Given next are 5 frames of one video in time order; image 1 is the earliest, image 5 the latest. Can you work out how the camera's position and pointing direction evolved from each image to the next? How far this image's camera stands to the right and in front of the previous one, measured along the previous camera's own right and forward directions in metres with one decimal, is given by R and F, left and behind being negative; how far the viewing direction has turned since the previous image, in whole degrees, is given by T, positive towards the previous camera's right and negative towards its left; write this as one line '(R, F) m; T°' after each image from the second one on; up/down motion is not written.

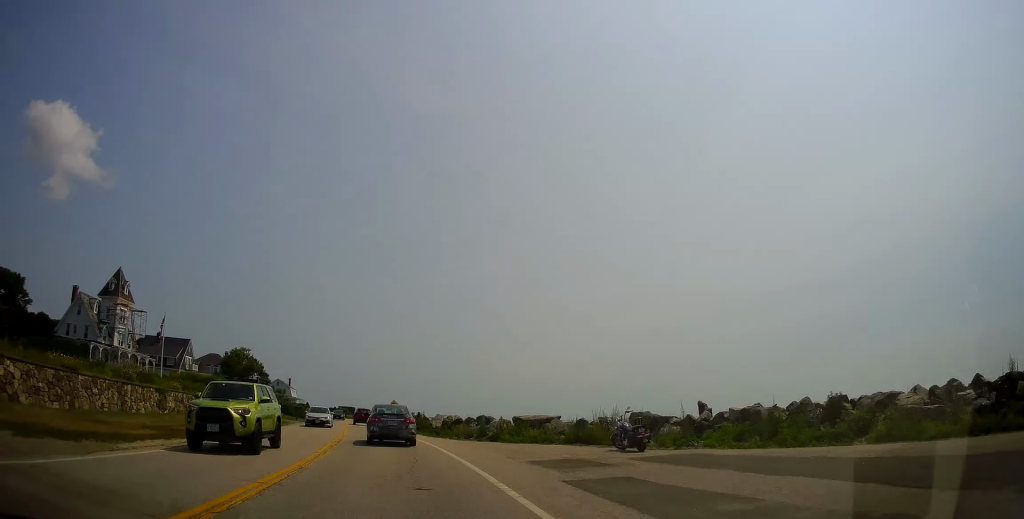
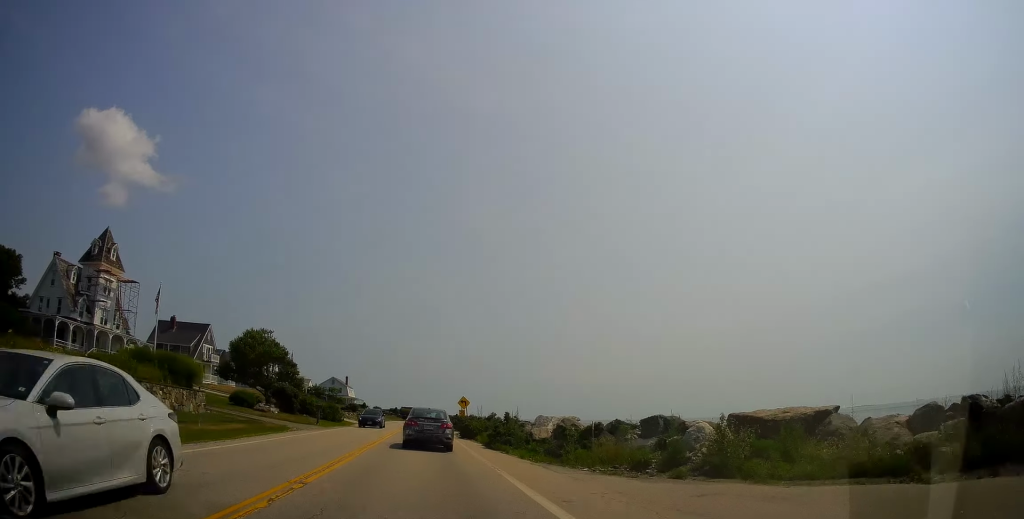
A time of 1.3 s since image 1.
(-1.7, +19.4) m; -8°
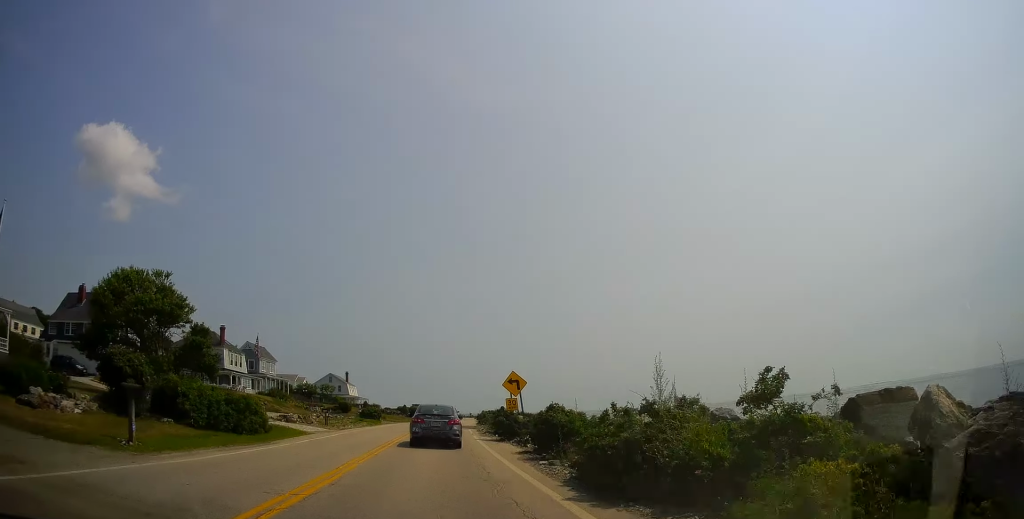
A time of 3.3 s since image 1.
(-0.6, +27.0) m; +1°
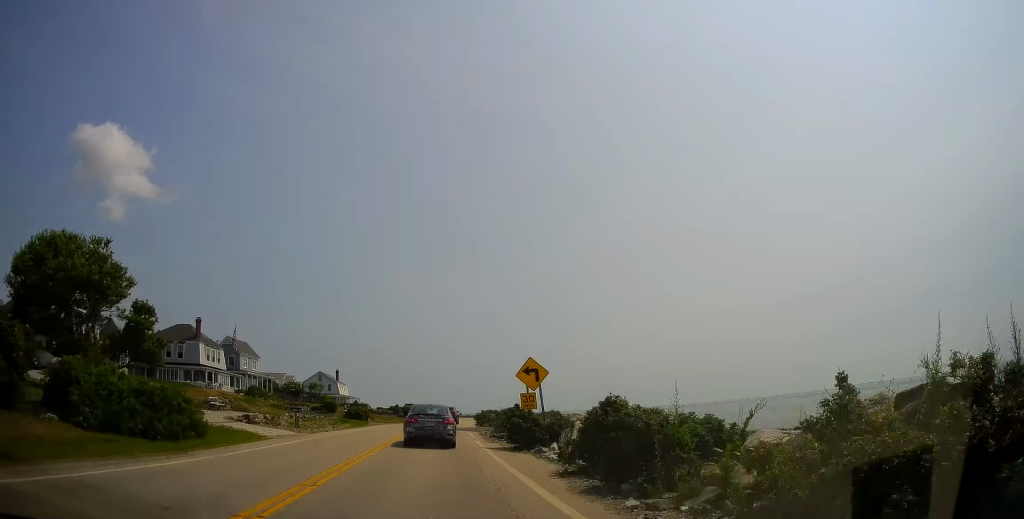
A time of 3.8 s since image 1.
(+0.7, +6.8) m; +1°
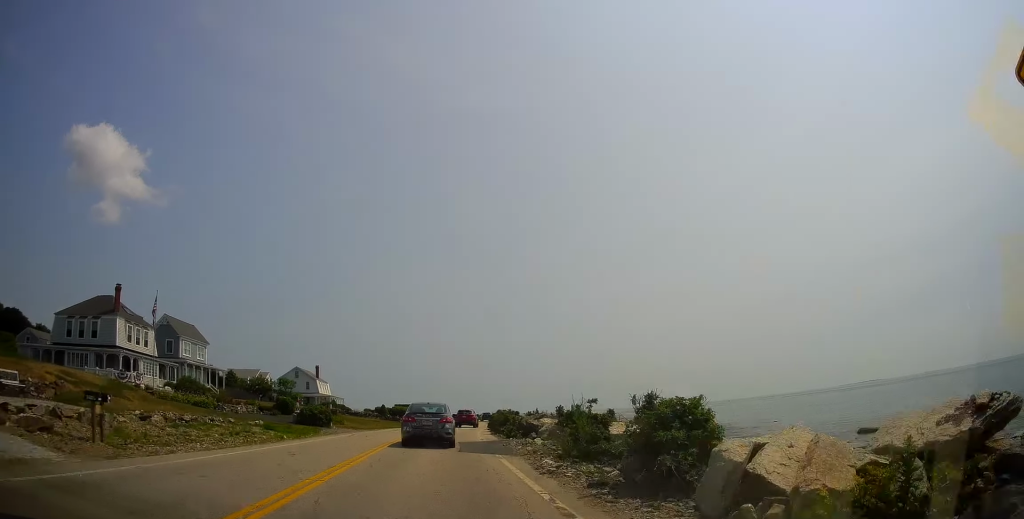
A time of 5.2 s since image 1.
(-1.3, +19.8) m; -3°
